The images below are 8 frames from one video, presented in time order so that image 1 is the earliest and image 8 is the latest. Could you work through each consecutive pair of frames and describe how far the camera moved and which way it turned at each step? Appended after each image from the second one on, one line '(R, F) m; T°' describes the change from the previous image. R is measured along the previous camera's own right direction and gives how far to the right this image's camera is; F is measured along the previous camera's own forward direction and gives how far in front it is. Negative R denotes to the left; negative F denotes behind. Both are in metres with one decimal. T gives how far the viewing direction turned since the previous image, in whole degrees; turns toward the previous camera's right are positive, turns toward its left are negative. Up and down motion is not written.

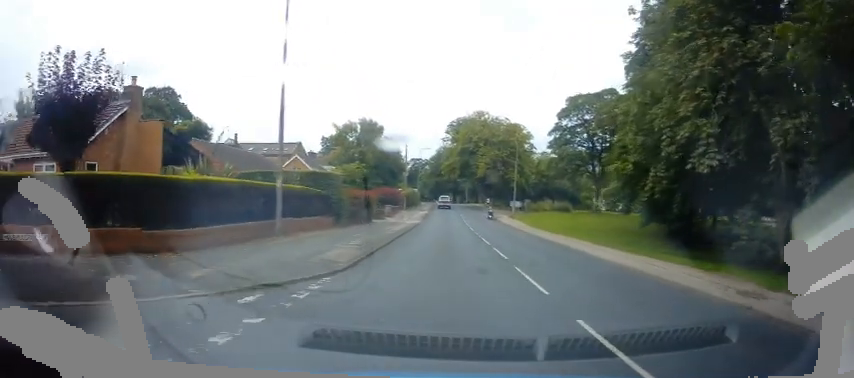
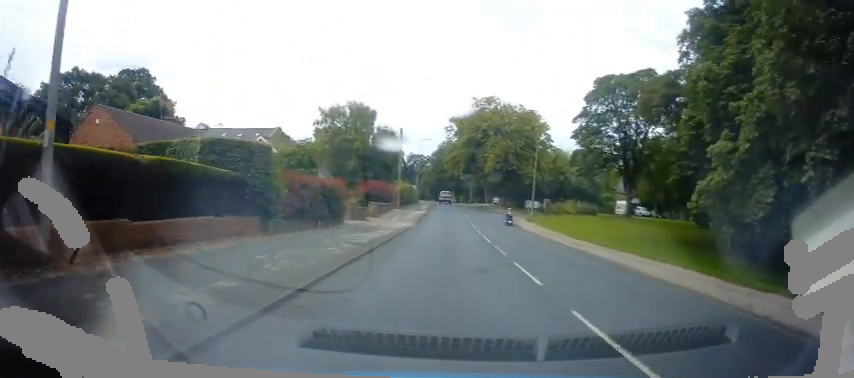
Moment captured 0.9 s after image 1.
(+0.2, +10.6) m; +1°
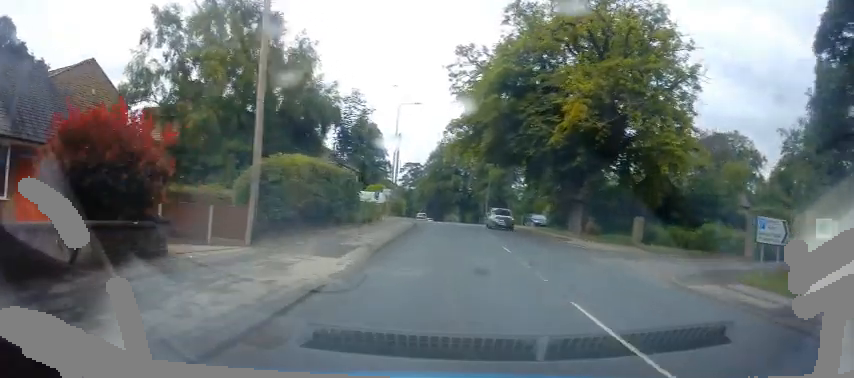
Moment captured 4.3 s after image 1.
(+0.7, +36.4) m; -5°
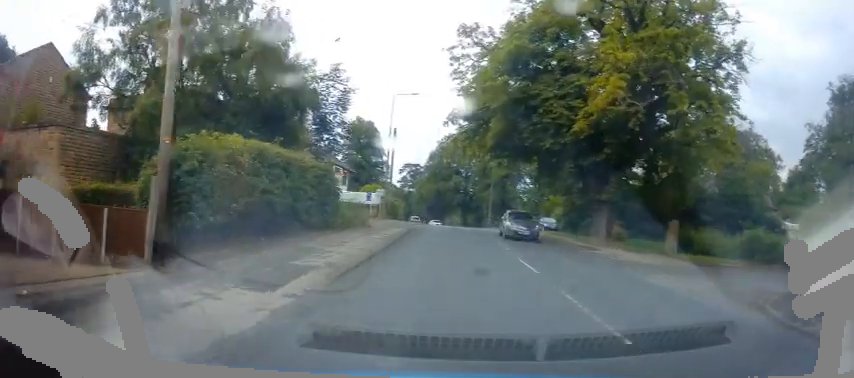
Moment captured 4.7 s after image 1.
(+0.8, +3.5) m; +2°
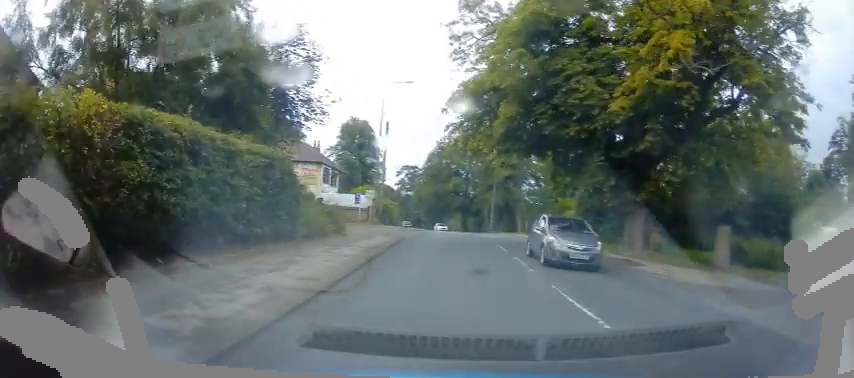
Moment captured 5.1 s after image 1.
(+0.7, +3.5) m; +2°
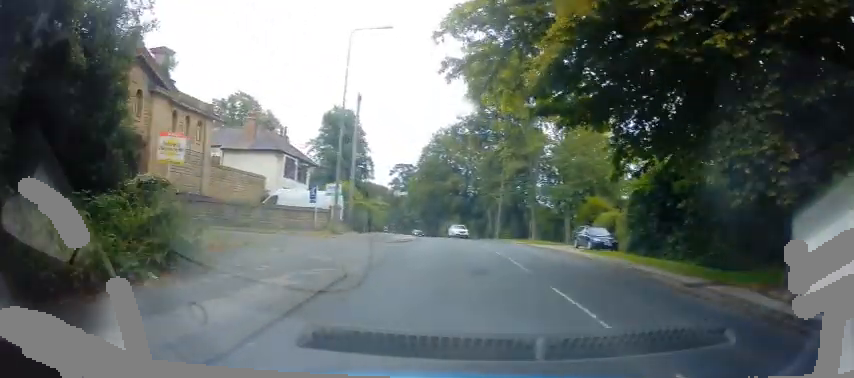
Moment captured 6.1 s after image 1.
(-1.3, +11.8) m; -2°
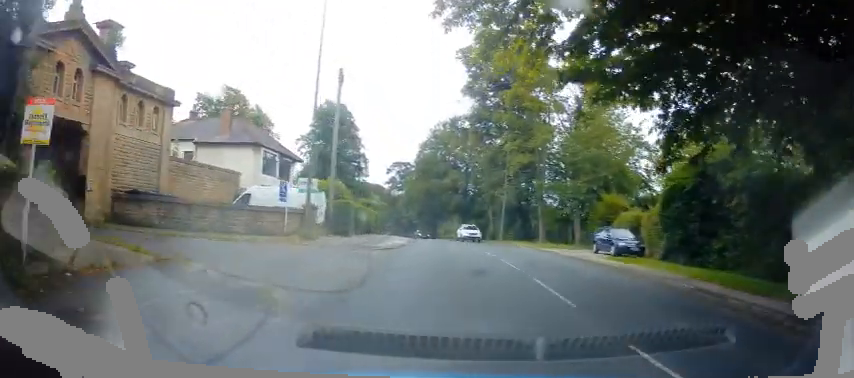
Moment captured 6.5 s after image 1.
(+0.3, +4.8) m; -5°
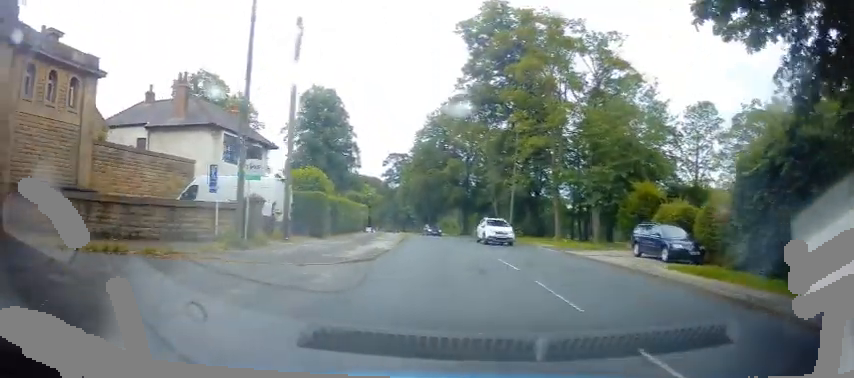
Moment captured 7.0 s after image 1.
(+1.0, +6.1) m; -7°
